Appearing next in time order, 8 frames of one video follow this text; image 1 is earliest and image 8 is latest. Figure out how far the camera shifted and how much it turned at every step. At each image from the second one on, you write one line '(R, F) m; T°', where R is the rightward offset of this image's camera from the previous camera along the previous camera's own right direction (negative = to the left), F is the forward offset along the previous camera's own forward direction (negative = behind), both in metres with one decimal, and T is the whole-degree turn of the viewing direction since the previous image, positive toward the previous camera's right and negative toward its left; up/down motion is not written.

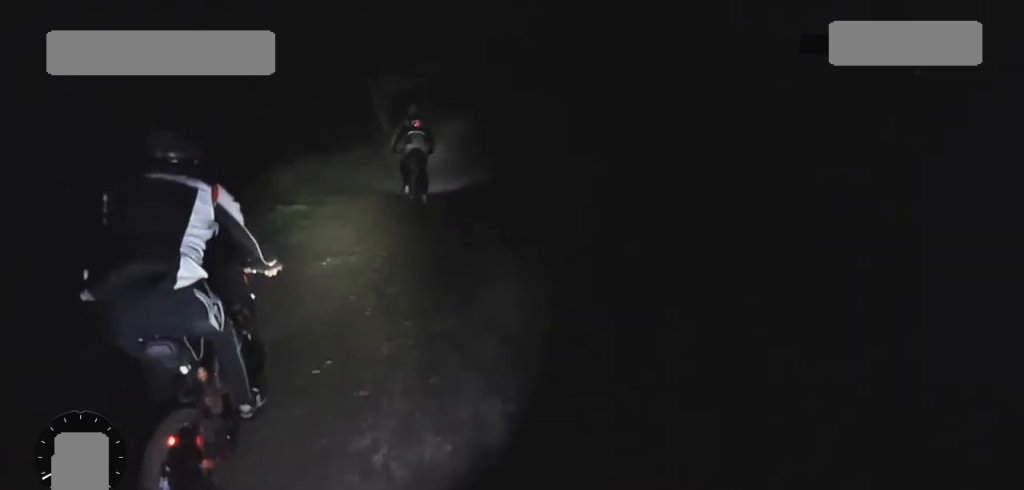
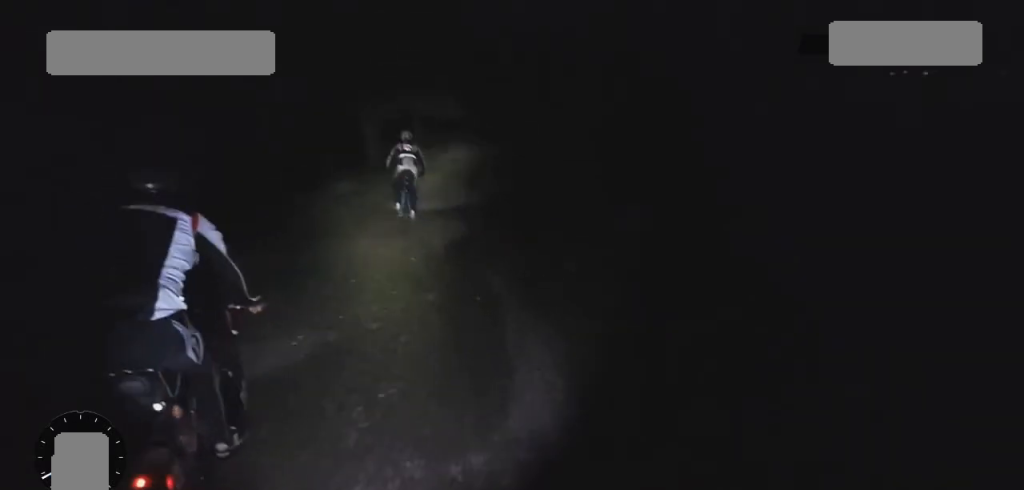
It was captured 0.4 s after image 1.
(+0.4, +1.8) m; +6°
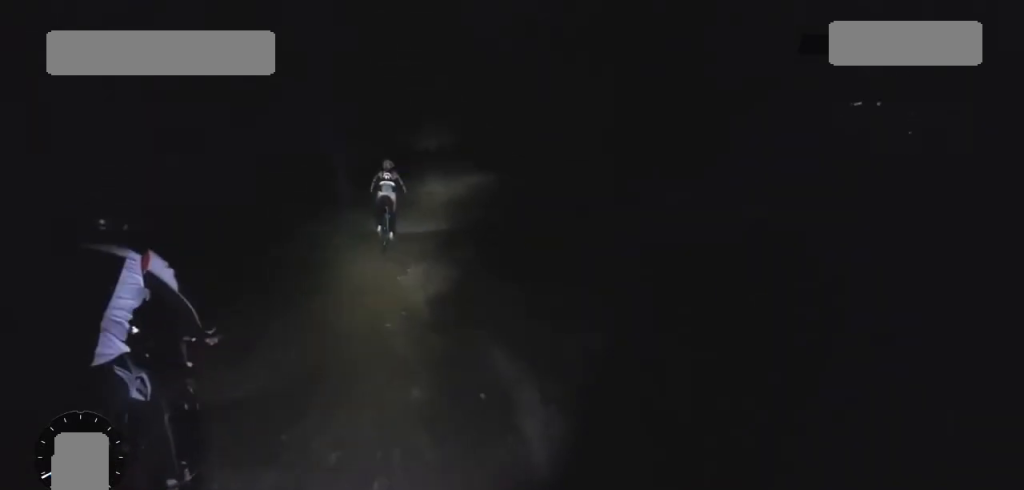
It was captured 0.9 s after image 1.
(+0.2, +1.9) m; +6°
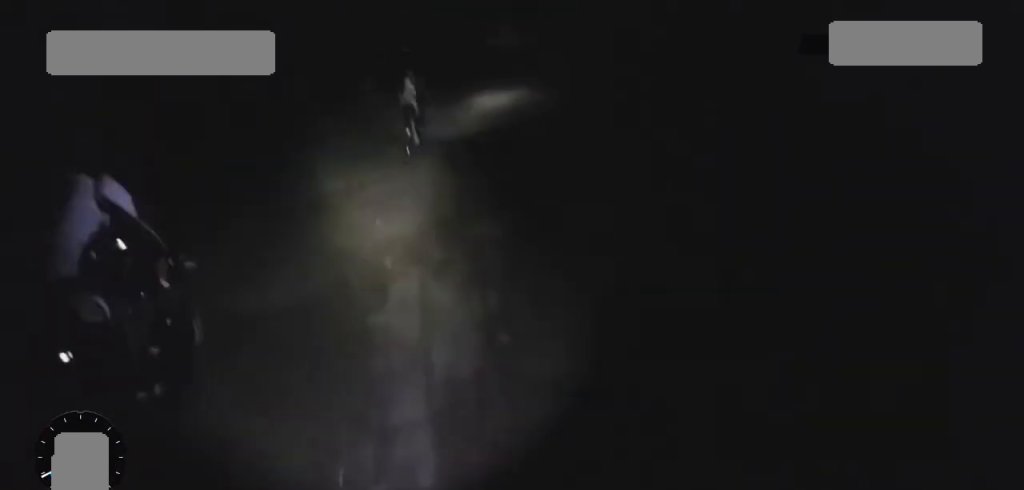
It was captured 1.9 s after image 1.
(+0.1, +5.0) m; +1°
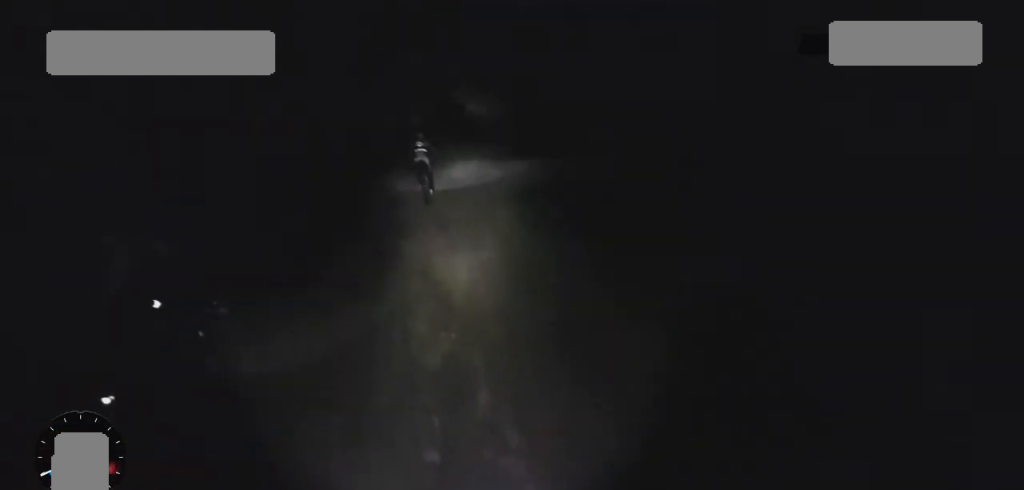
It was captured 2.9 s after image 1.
(0.0, +5.4) m; 0°
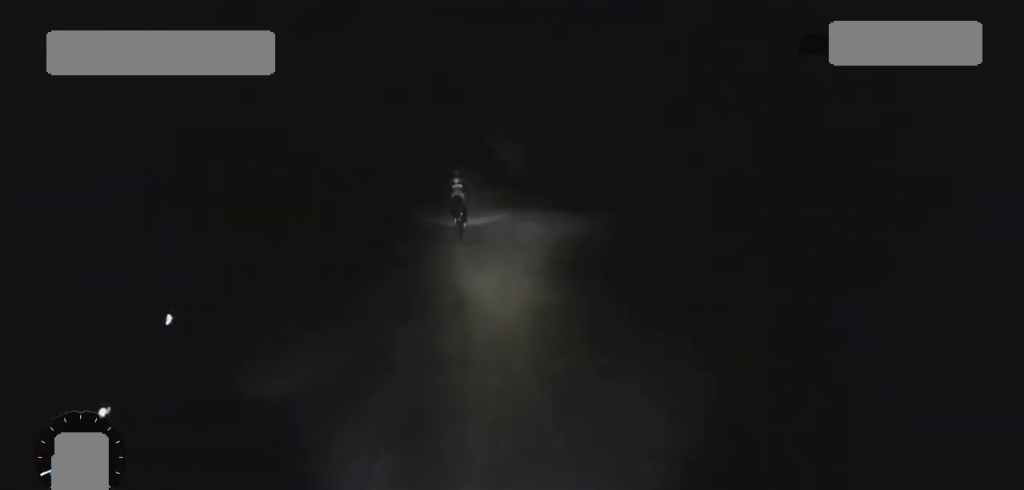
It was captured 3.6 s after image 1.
(0.0, +3.4) m; +6°
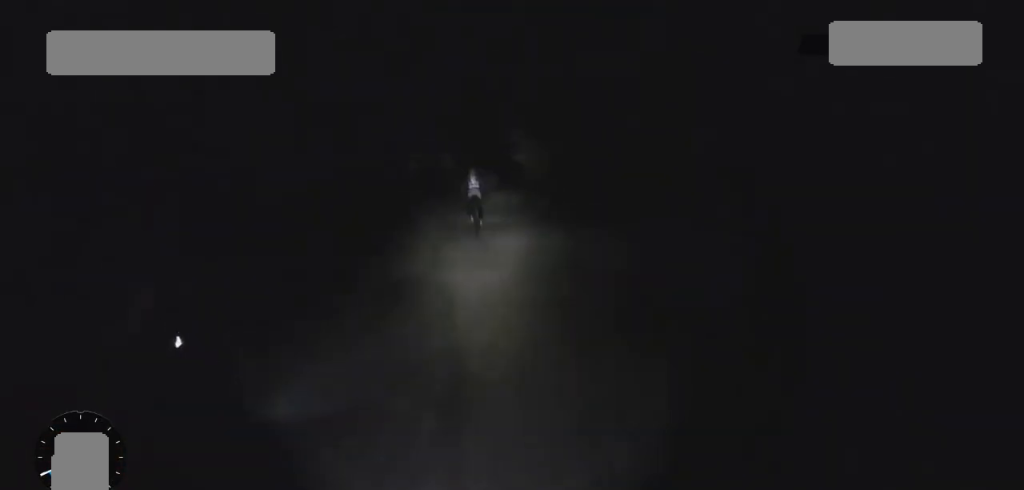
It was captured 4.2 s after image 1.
(0.0, +2.7) m; +4°
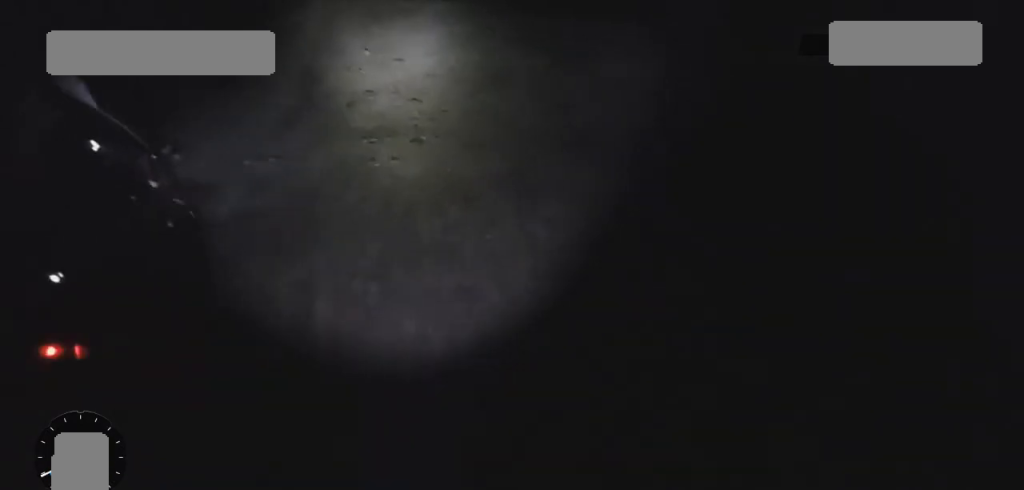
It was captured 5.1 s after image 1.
(+0.5, +4.4) m; -1°
